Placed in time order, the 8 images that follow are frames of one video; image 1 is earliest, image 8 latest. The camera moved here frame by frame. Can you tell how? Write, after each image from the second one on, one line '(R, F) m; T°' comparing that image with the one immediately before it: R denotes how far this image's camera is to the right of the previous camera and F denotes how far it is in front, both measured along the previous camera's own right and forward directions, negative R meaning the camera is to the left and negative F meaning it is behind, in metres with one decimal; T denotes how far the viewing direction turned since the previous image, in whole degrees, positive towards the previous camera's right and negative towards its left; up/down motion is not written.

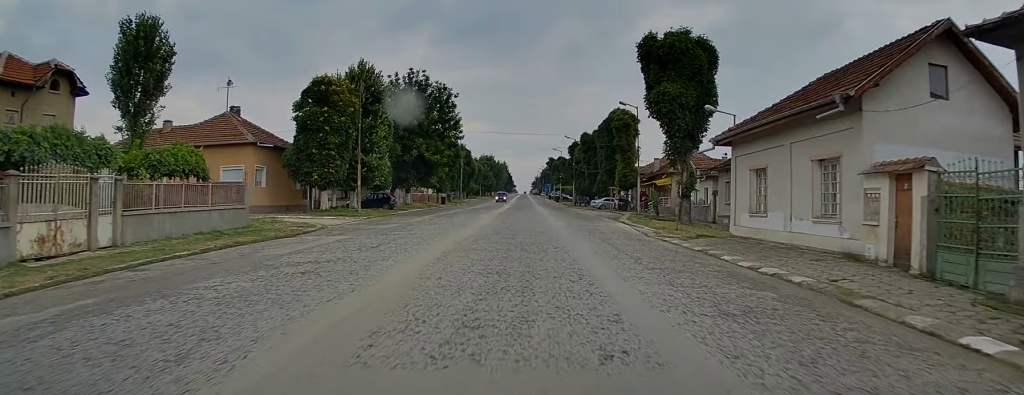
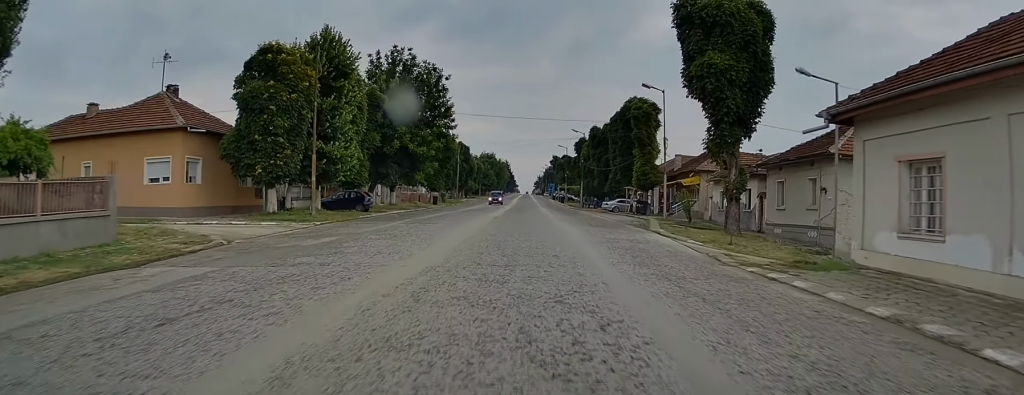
(-0.4, +9.2) m; -1°
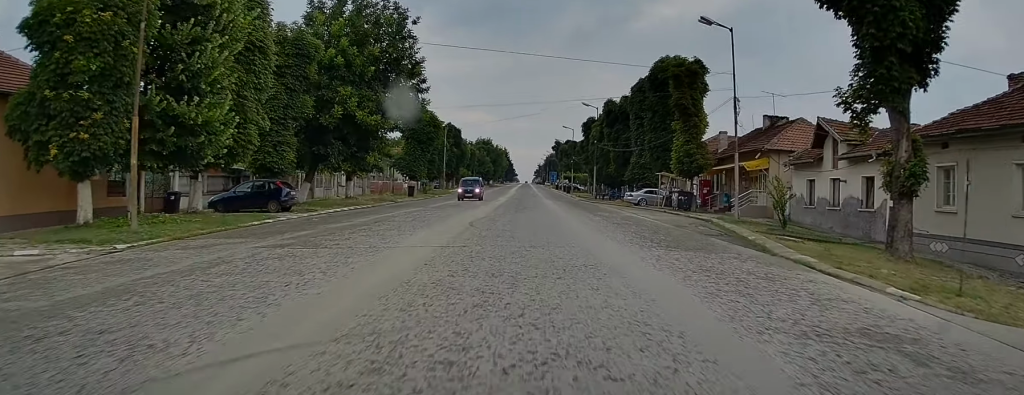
(+0.3, +16.2) m; +2°
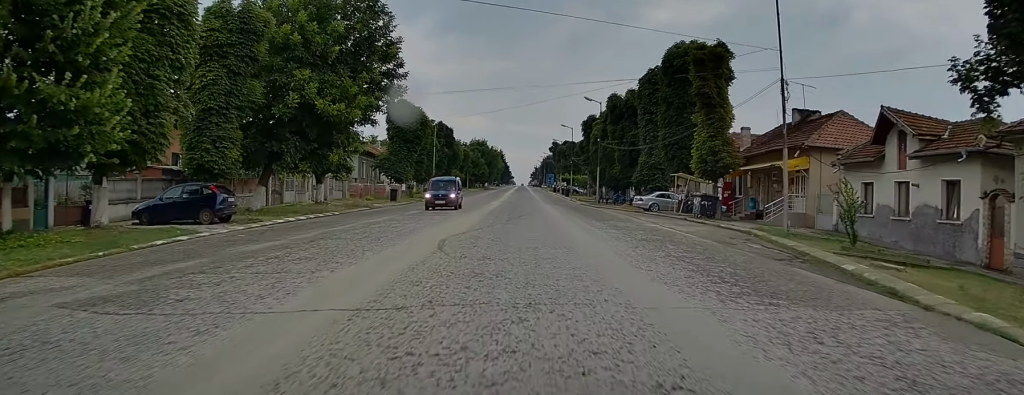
(-0.1, +6.9) m; +1°
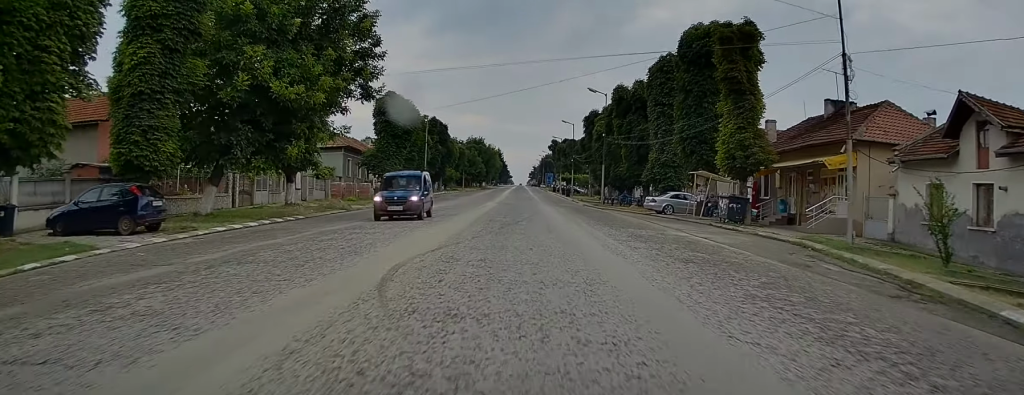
(+0.1, +5.6) m; +1°
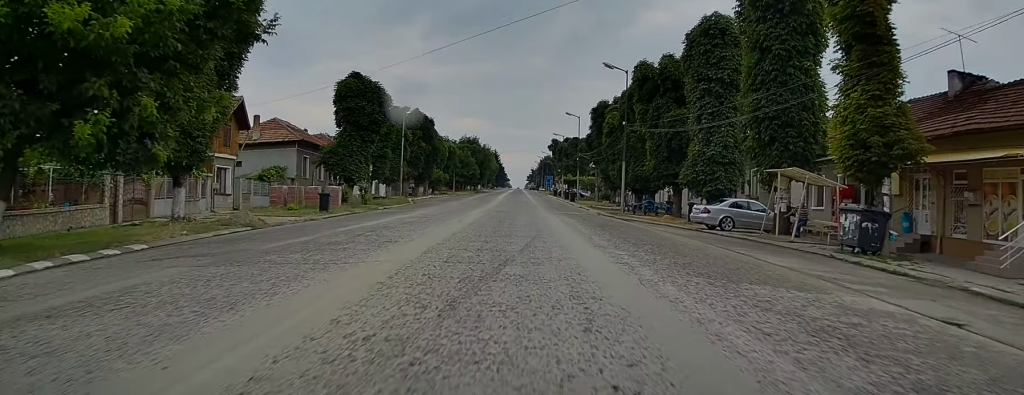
(+0.3, +12.9) m; +2°
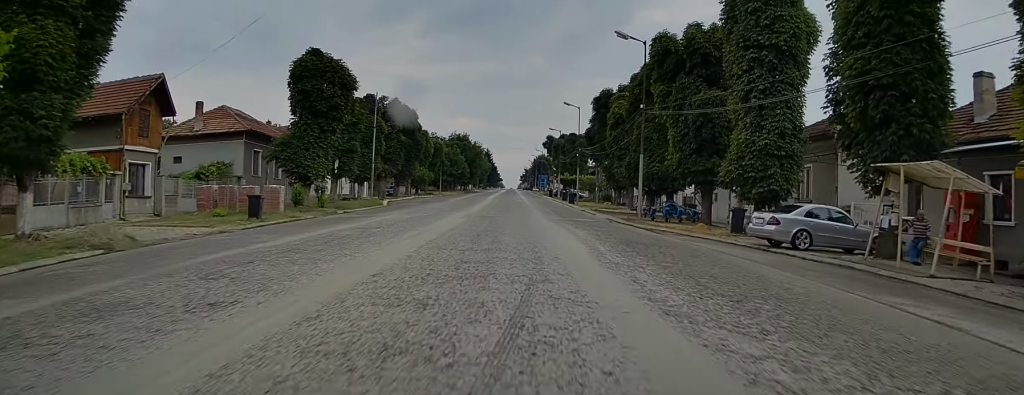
(0.0, +8.6) m; 0°
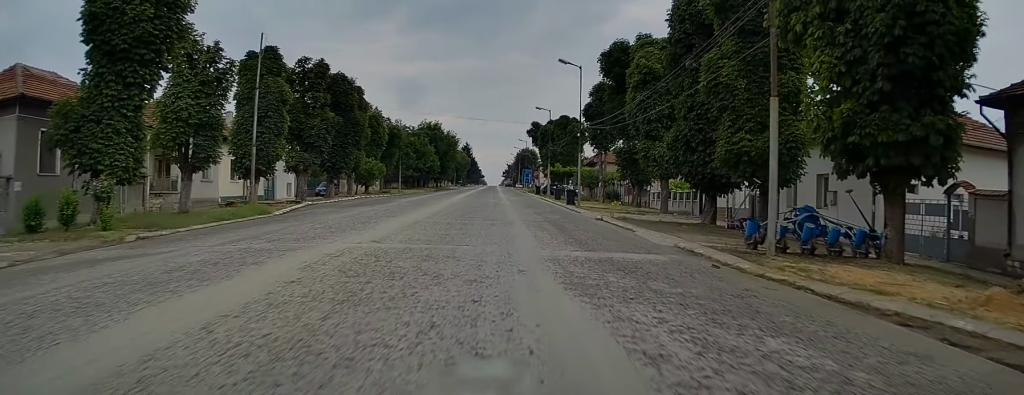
(-0.4, +19.9) m; -1°
